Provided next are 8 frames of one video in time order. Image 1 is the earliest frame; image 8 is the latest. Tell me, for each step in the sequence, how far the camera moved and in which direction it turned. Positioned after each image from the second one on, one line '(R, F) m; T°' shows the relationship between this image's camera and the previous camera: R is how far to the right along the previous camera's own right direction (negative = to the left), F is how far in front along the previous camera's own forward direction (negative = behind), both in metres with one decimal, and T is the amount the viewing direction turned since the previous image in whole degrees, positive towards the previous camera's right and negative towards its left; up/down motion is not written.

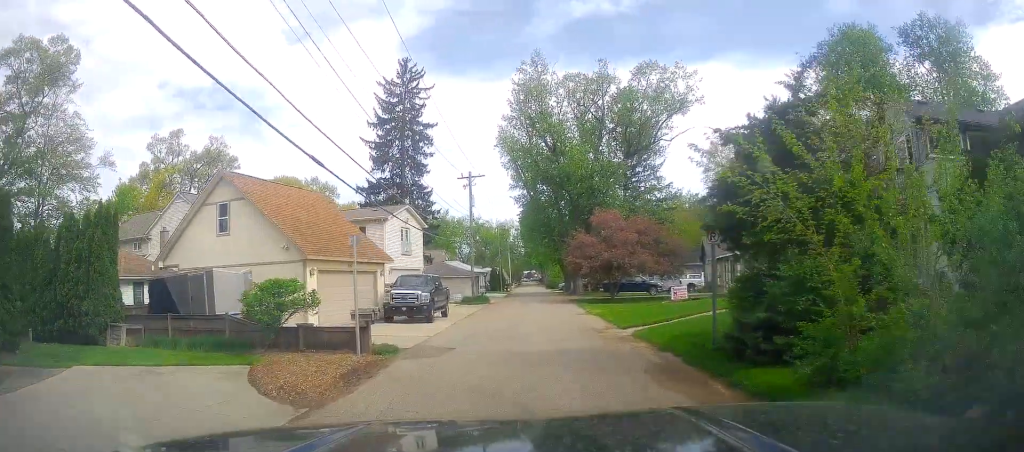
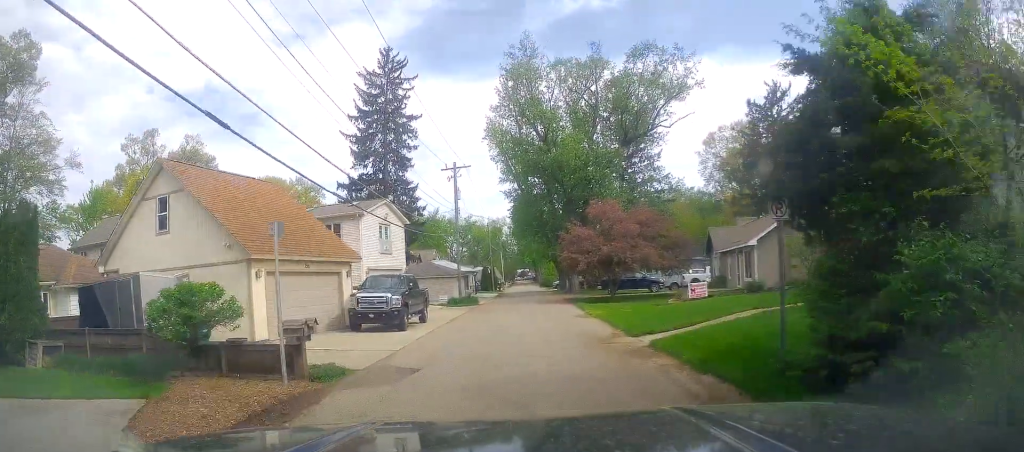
(+0.1, +3.5) m; +3°
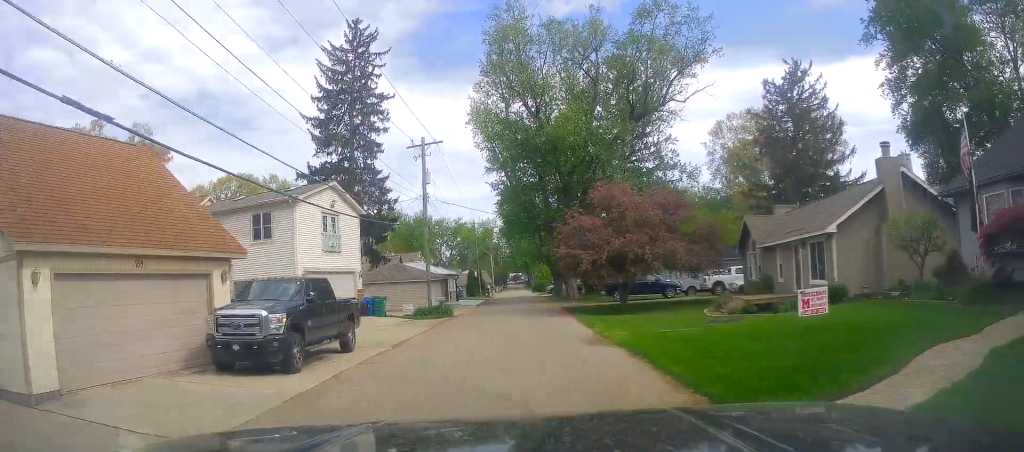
(+0.5, +8.6) m; +3°
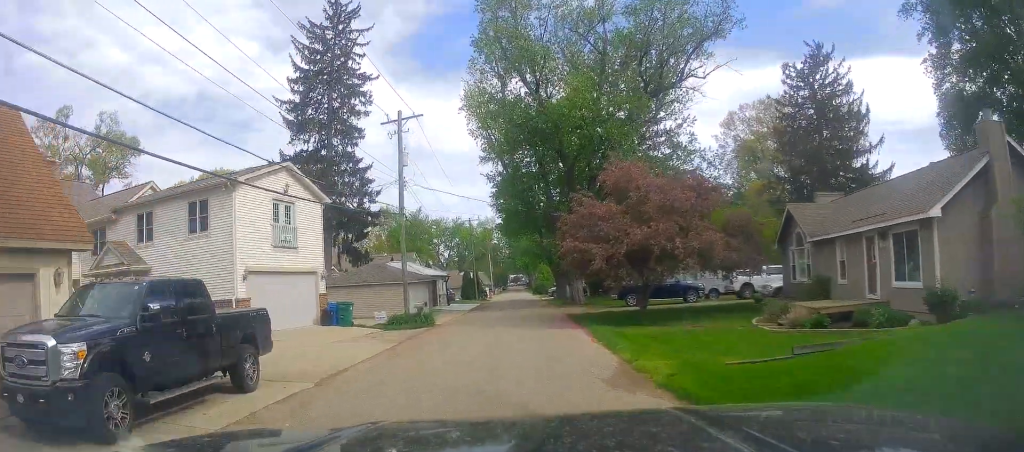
(0.0, +5.9) m; -1°
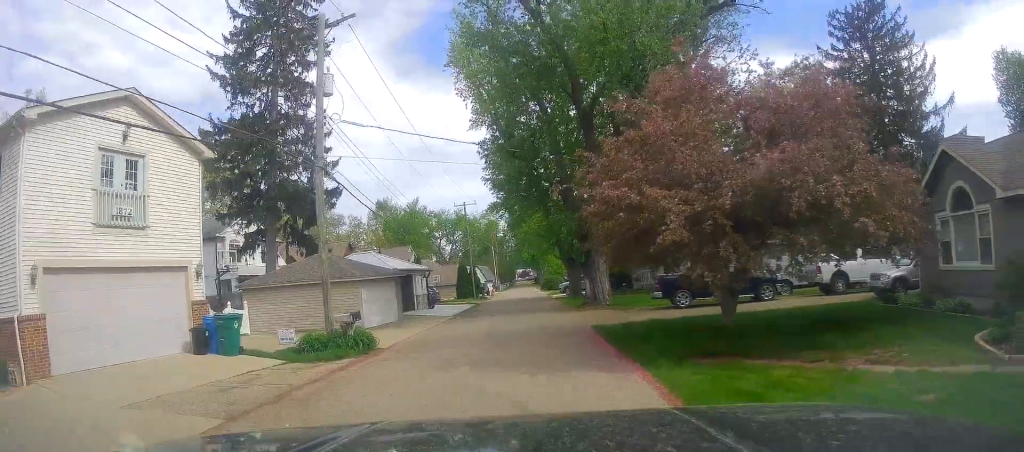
(-0.3, +11.5) m; +1°
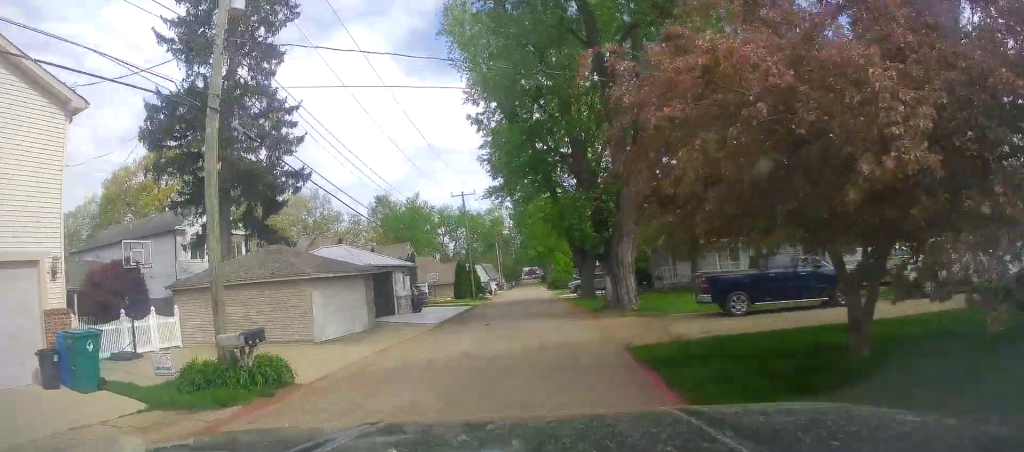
(+0.2, +6.6) m; 0°
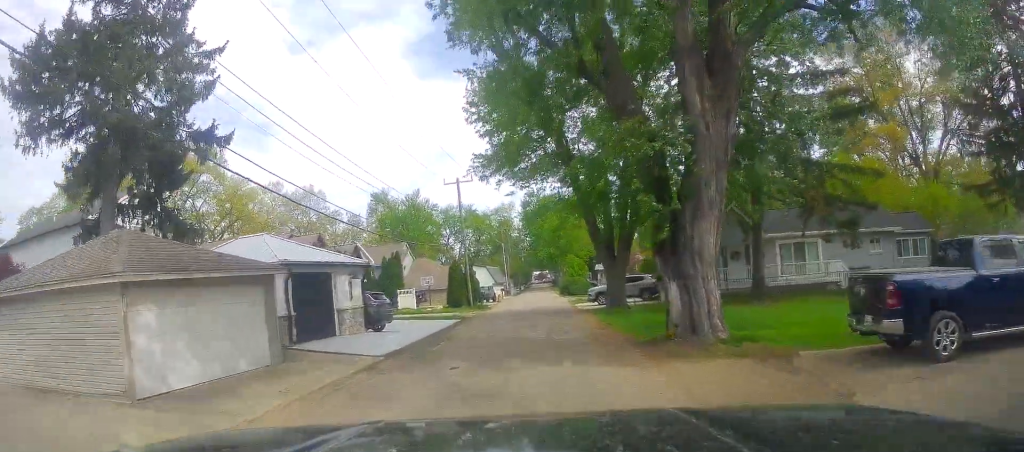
(-0.4, +10.2) m; -3°
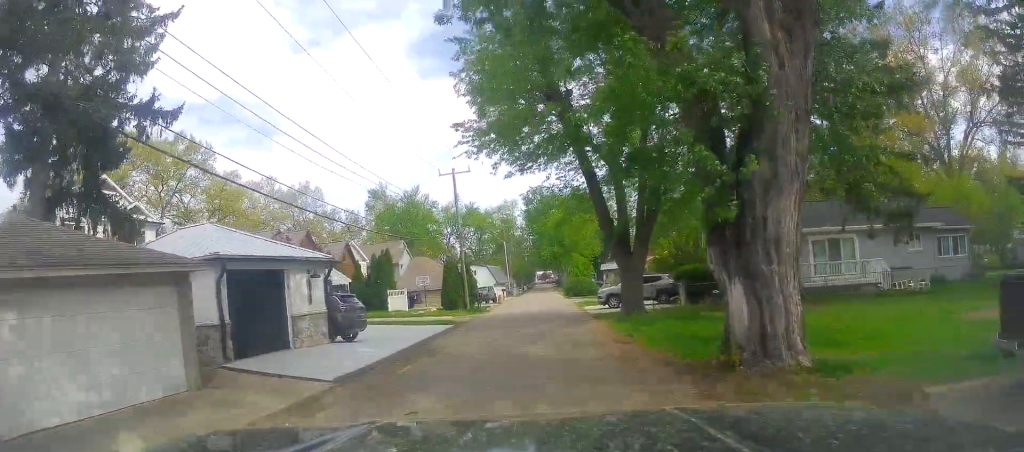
(-0.1, +4.1) m; 0°
